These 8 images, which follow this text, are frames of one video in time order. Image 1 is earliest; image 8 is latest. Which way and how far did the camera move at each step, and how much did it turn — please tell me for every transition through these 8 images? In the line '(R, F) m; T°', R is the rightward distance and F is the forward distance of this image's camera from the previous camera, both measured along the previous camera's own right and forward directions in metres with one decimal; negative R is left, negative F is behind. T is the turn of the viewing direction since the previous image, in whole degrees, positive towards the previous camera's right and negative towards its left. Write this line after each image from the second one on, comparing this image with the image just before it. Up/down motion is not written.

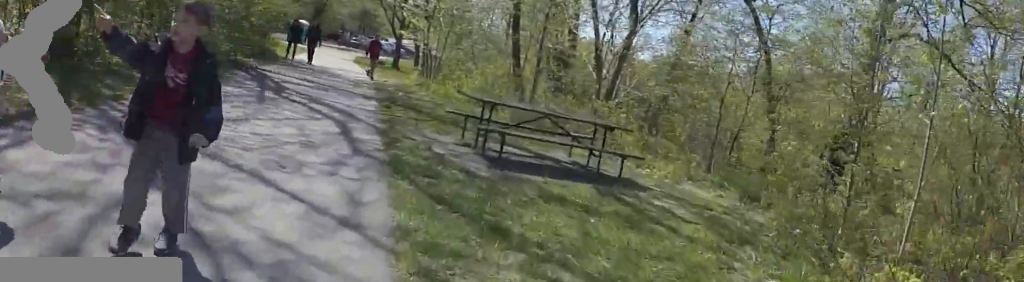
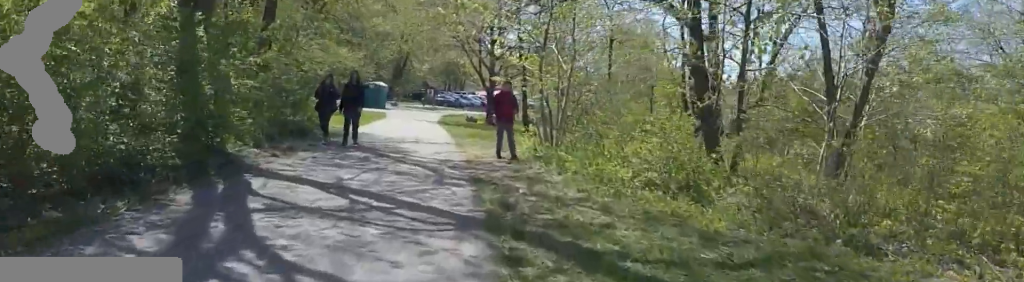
(-1.3, +5.6) m; -33°
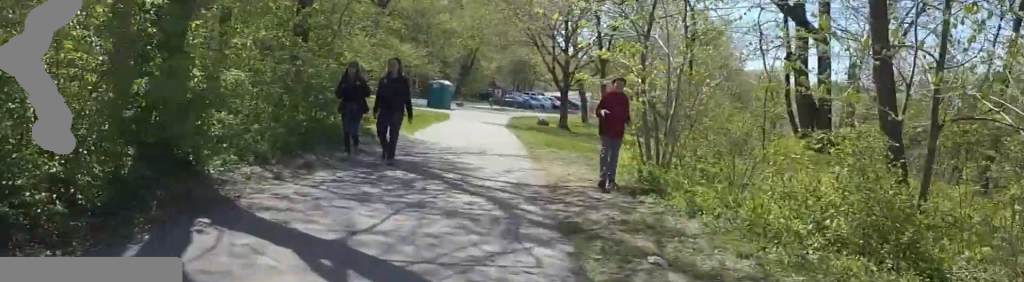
(-0.2, +2.3) m; -3°
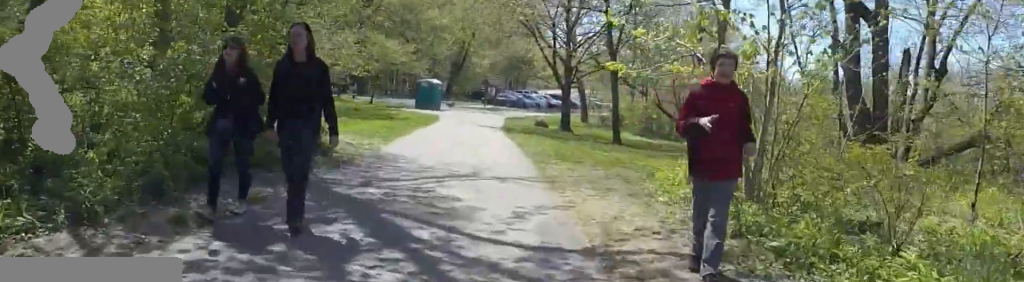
(0.0, +2.8) m; 0°
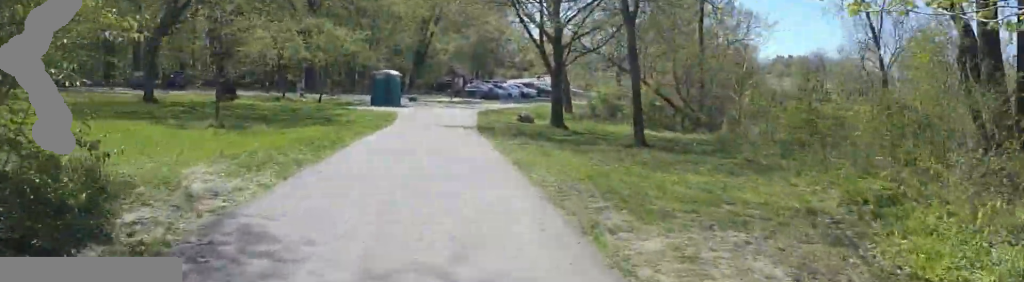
(+0.1, +5.0) m; +15°
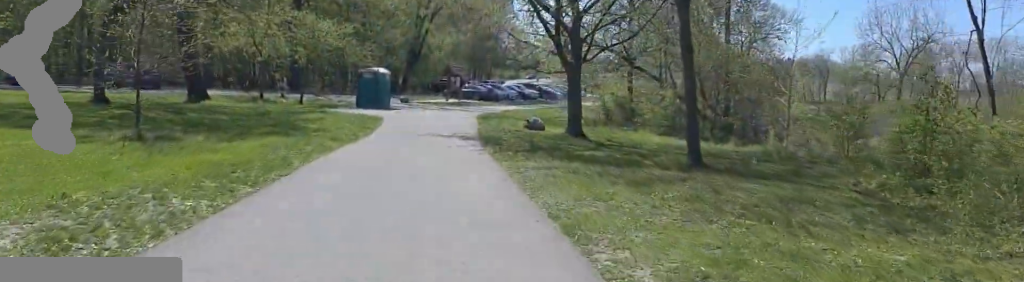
(+0.7, +3.3) m; +3°
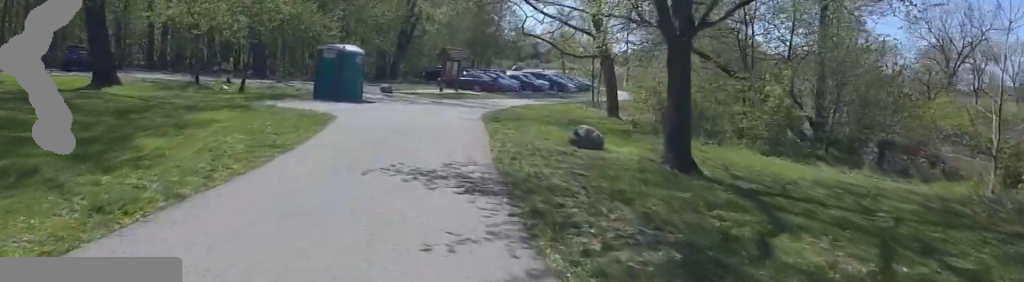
(-1.1, +7.8) m; -12°
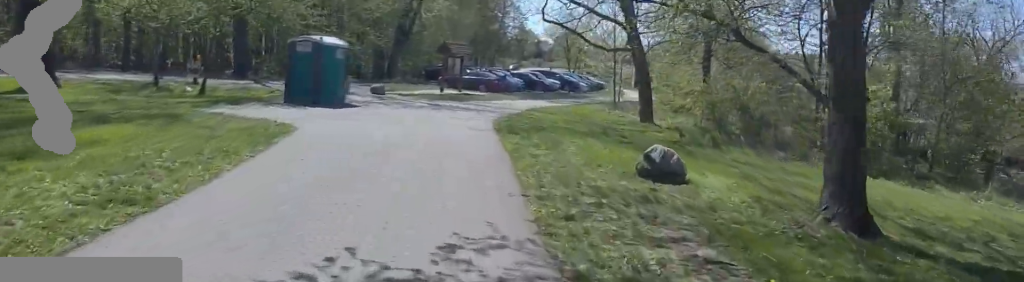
(-0.2, +4.0) m; +9°
